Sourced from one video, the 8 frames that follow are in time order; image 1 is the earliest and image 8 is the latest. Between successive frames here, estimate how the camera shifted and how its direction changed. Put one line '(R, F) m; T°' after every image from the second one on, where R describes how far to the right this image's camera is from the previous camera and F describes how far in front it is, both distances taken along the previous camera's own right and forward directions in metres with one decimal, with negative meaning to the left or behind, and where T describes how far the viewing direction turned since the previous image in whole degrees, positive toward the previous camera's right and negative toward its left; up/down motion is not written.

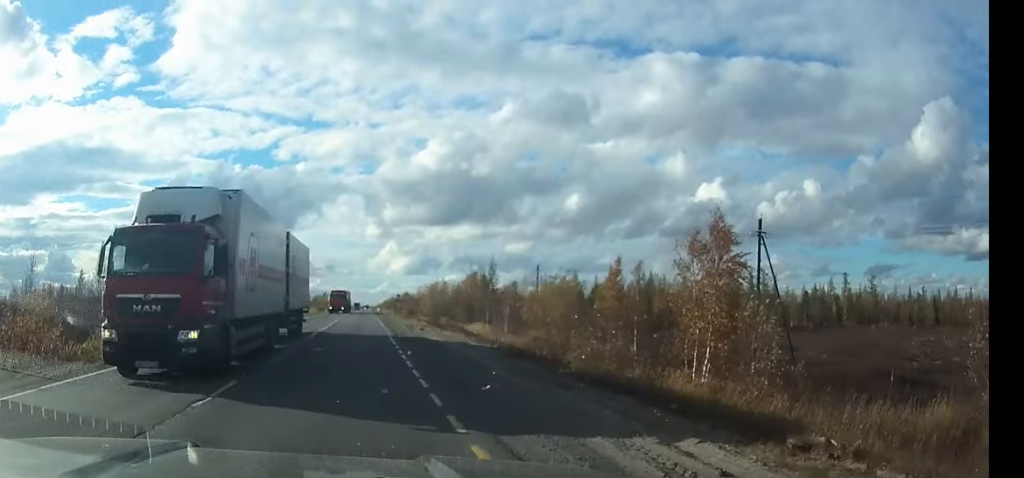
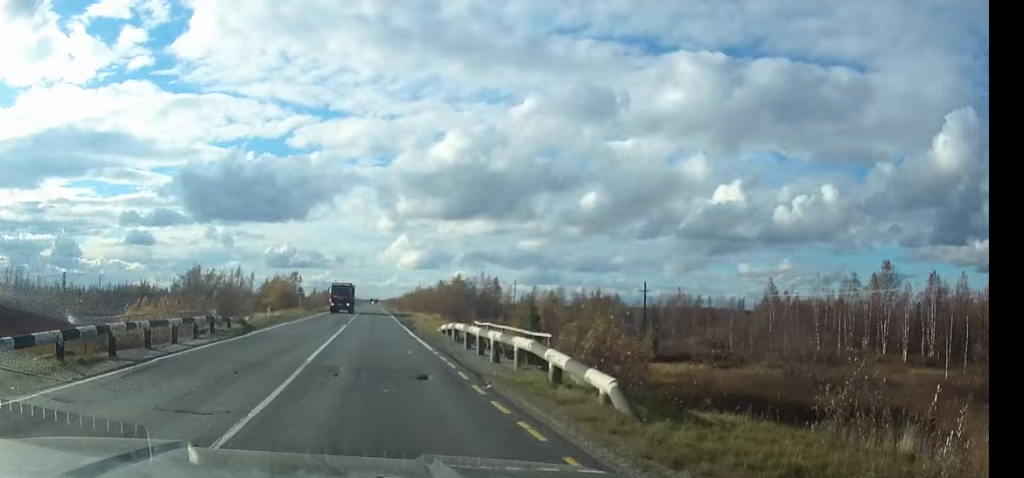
(-0.9, +116.2) m; 0°
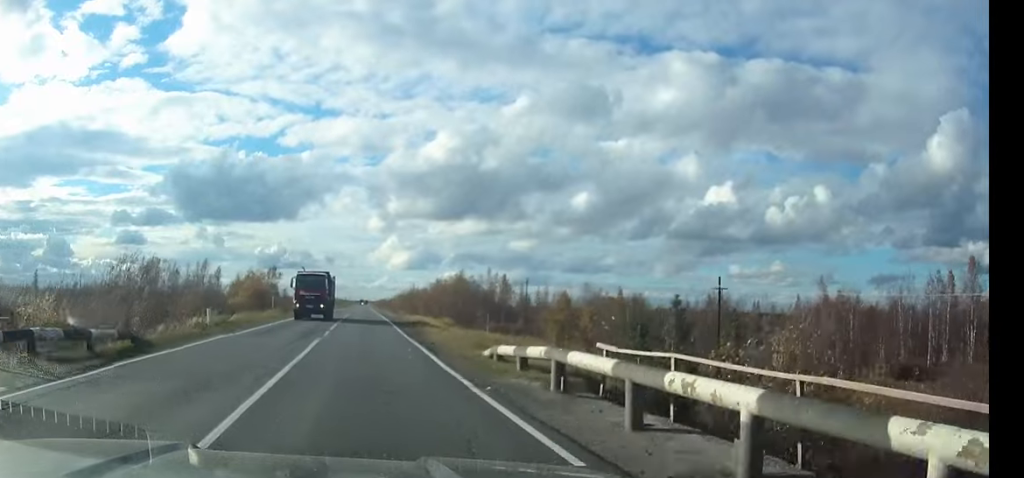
(+0.1, +15.7) m; 0°
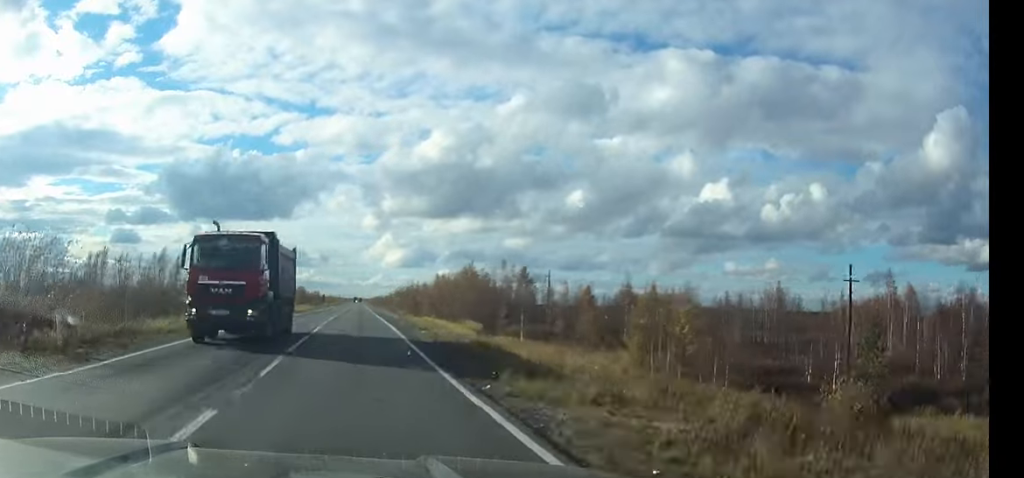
(+0.1, +15.8) m; 0°
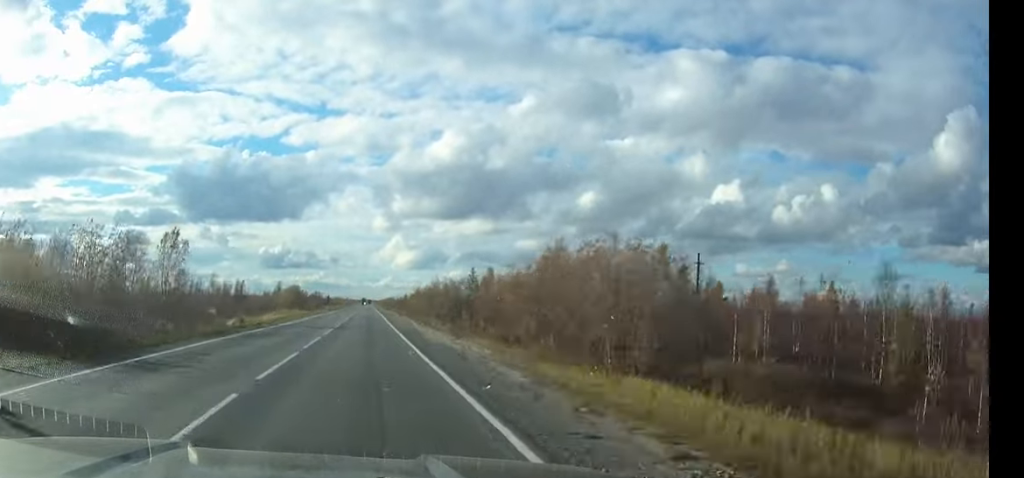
(-0.1, +40.4) m; 0°
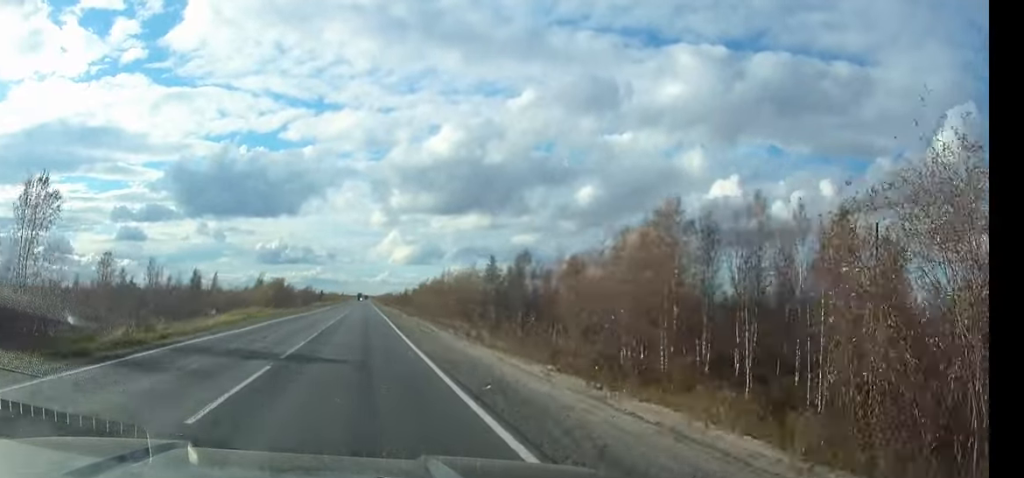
(0.0, +22.4) m; 0°
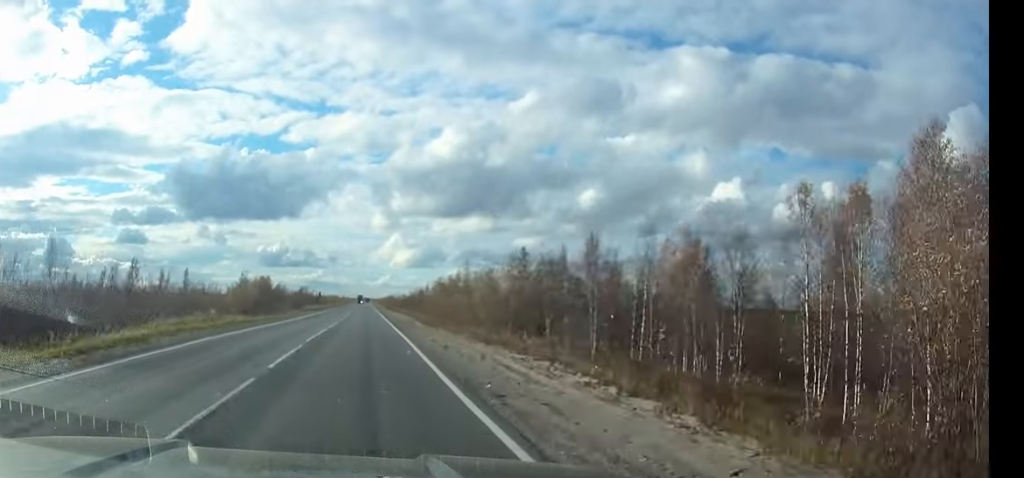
(0.0, +18.2) m; 0°
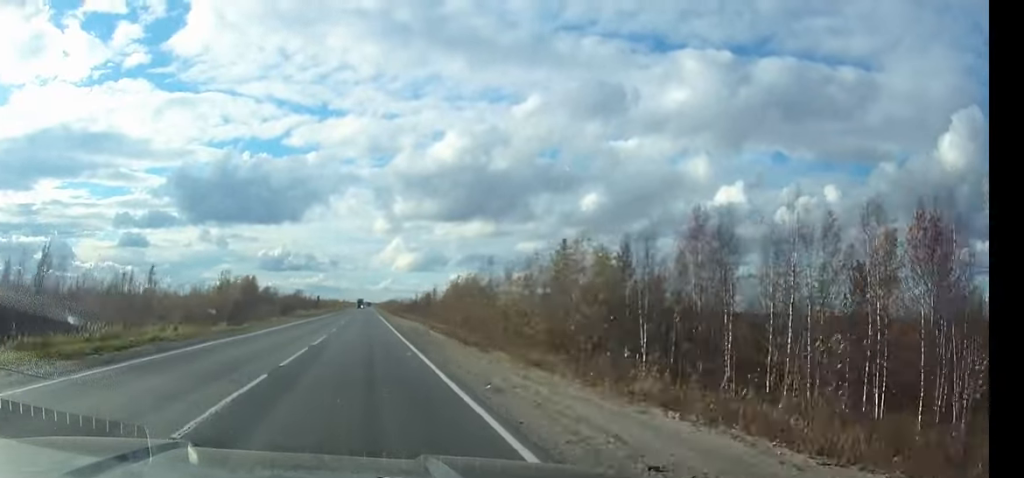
(0.0, +15.5) m; 0°
